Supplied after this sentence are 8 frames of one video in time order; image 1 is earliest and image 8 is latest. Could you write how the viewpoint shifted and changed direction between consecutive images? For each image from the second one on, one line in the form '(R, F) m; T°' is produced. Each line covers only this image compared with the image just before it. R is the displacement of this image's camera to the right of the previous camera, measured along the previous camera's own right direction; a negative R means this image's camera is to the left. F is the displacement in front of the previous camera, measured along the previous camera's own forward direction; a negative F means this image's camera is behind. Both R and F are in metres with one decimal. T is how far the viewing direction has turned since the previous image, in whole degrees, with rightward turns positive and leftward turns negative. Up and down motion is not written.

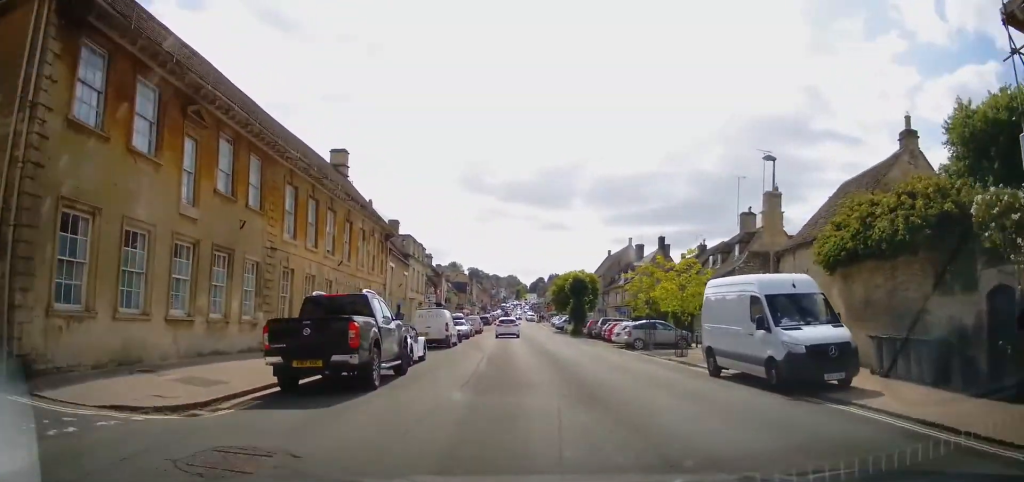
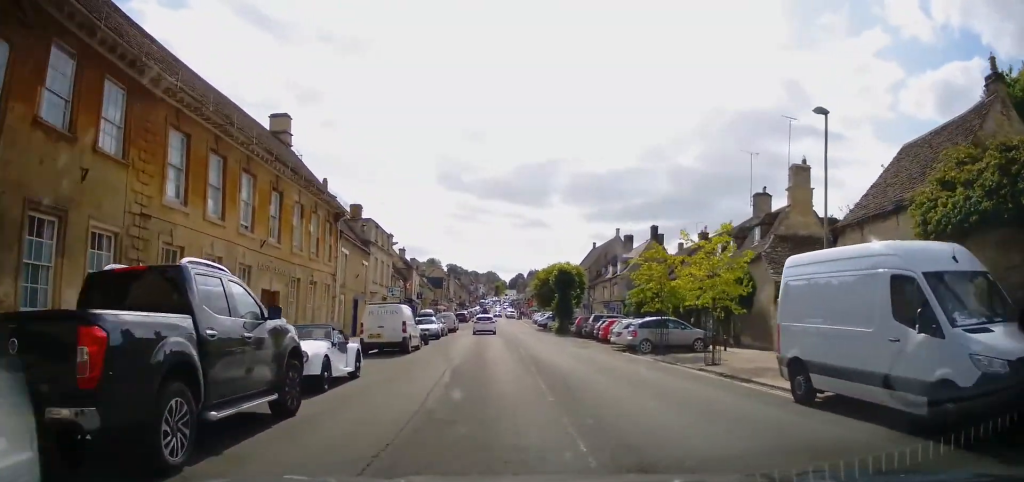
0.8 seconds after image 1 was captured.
(+0.1, +6.3) m; +1°
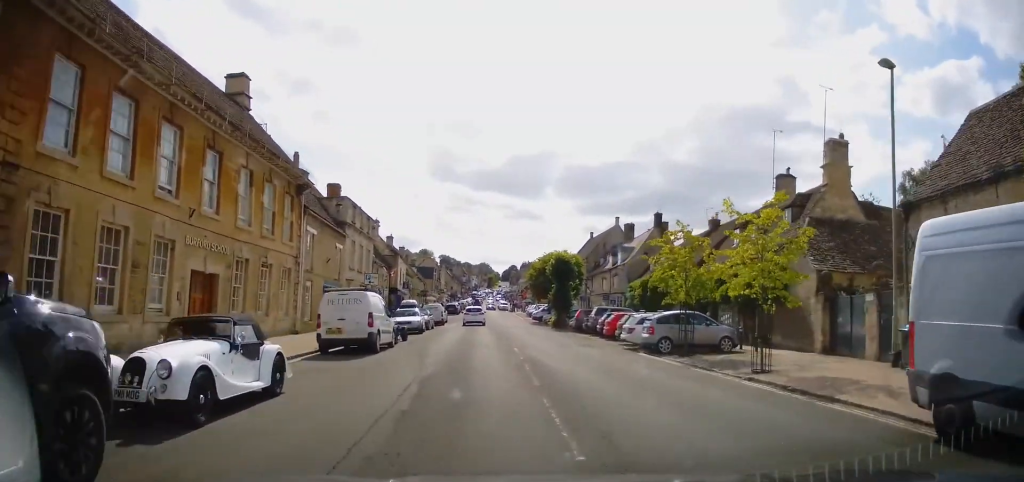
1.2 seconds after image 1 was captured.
(-0.2, +4.0) m; 0°
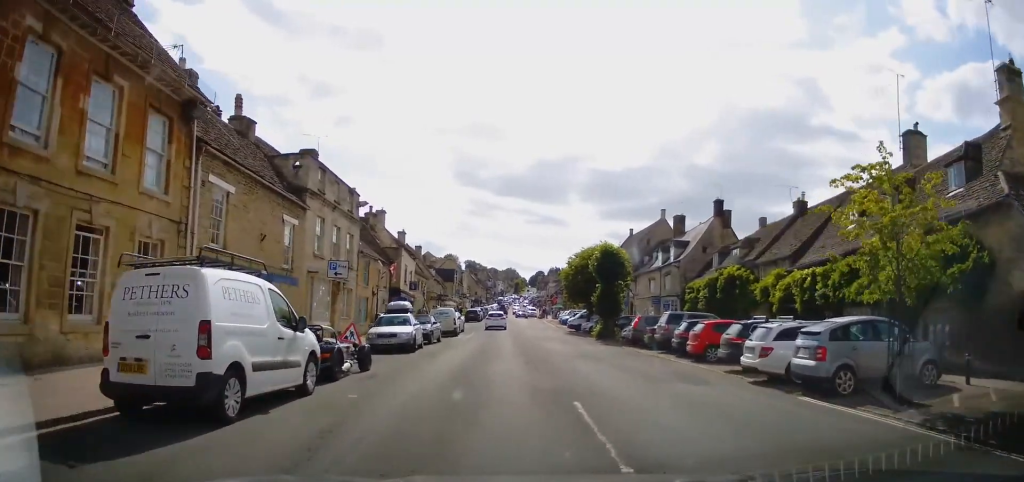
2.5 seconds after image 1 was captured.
(+0.3, +10.6) m; 0°
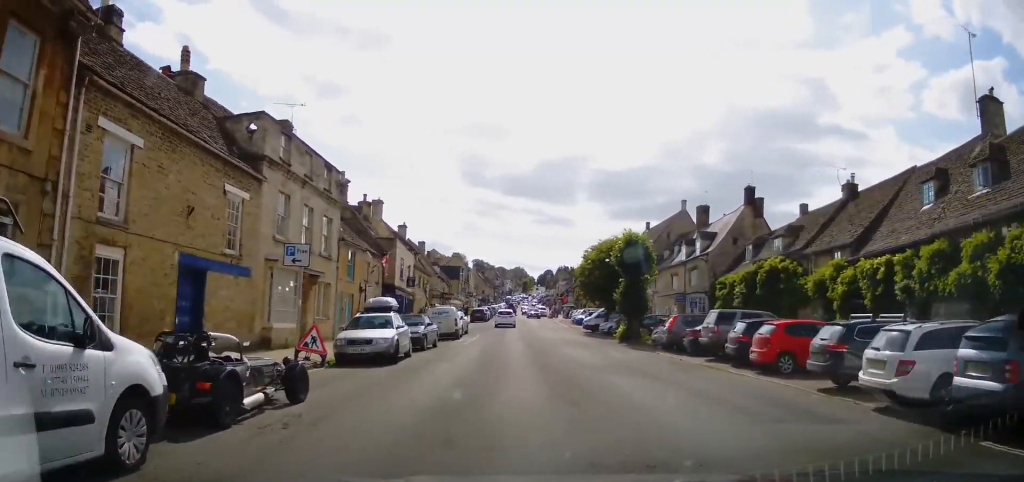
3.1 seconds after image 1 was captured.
(-0.2, +5.0) m; -2°
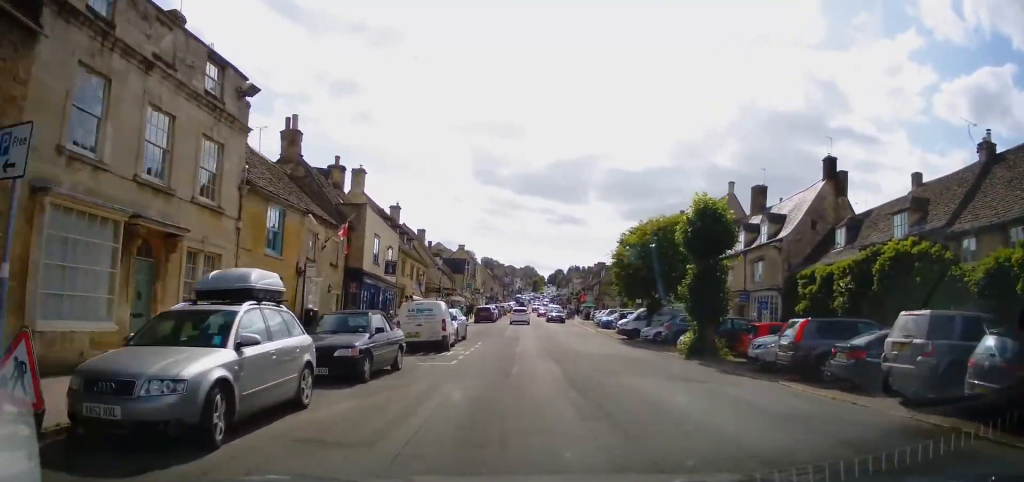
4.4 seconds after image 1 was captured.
(-0.2, +10.6) m; -3°
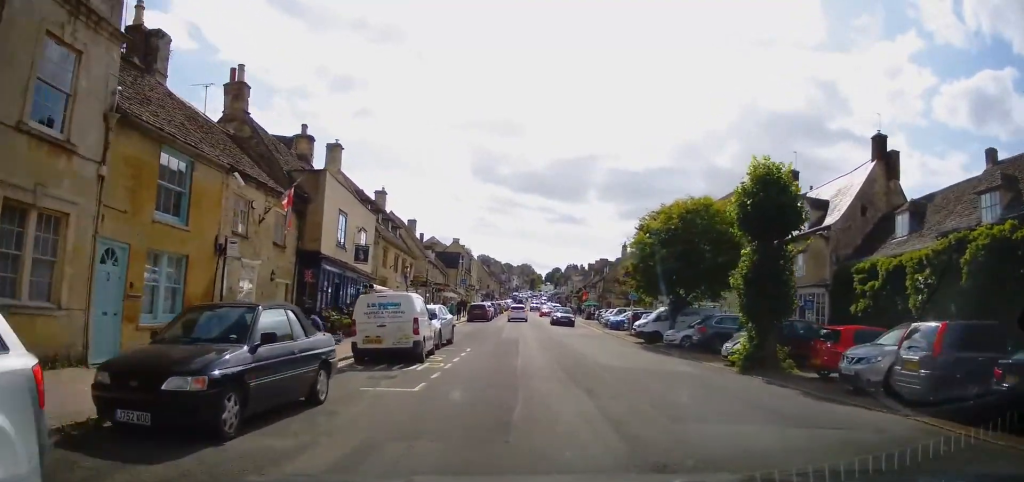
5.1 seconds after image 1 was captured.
(-0.2, +5.8) m; 0°
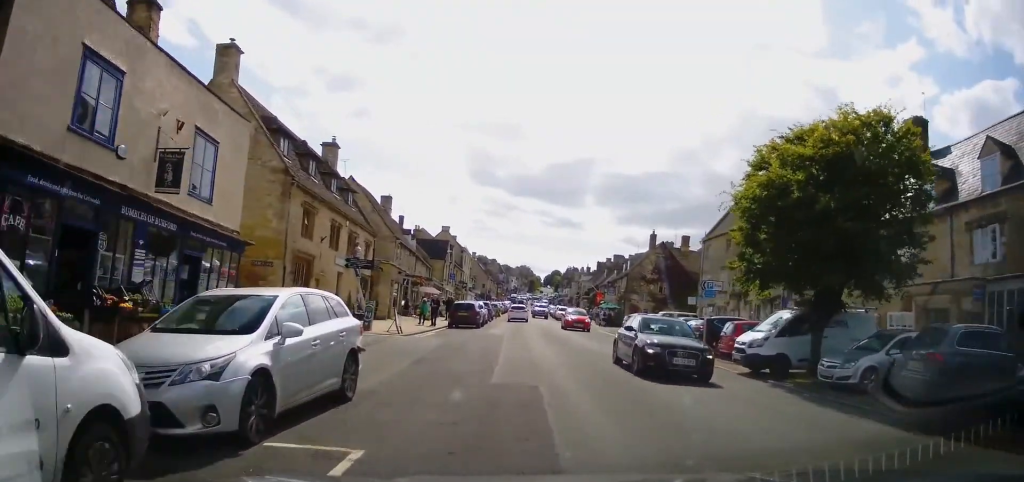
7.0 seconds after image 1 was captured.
(+0.5, +14.7) m; +3°
